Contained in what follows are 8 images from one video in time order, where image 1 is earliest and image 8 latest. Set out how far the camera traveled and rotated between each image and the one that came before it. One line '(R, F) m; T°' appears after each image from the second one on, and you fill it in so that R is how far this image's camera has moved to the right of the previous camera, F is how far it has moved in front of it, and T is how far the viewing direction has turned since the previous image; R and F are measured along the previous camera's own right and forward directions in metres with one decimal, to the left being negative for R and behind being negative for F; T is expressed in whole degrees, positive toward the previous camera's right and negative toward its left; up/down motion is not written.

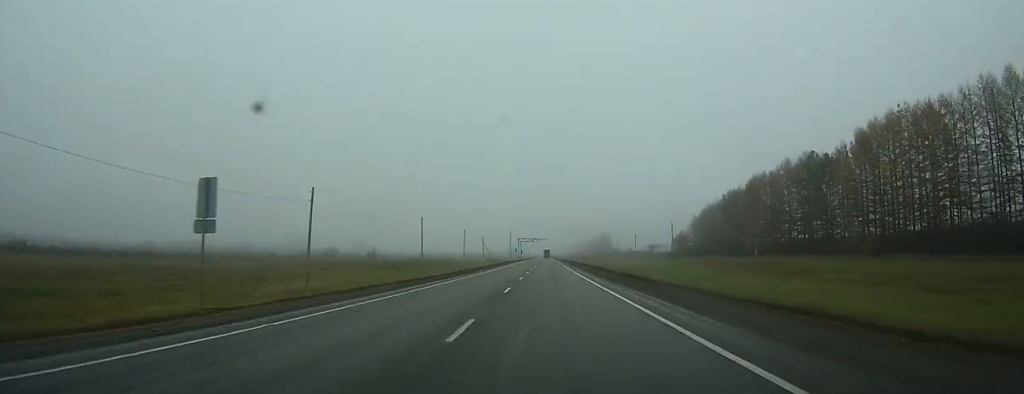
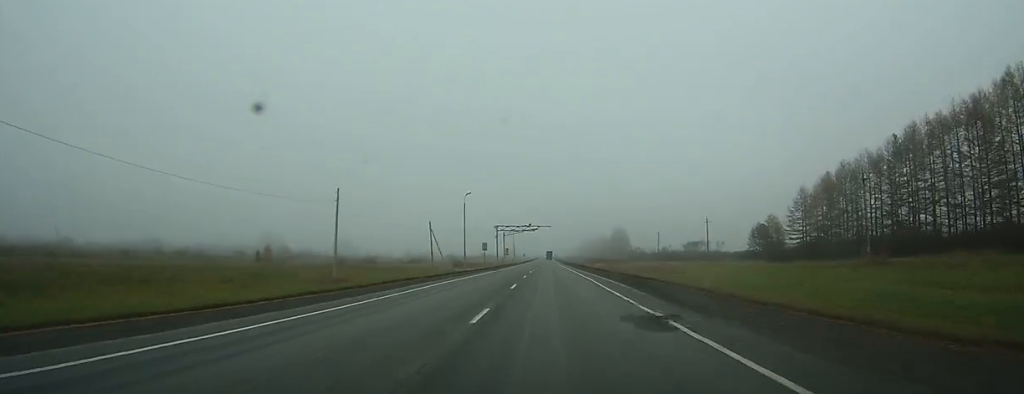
(+0.2, +96.6) m; 0°
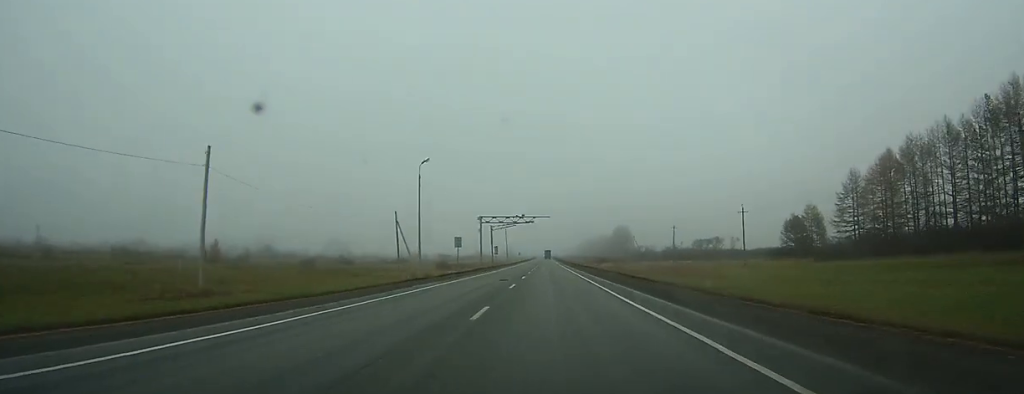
(0.0, +24.0) m; 0°
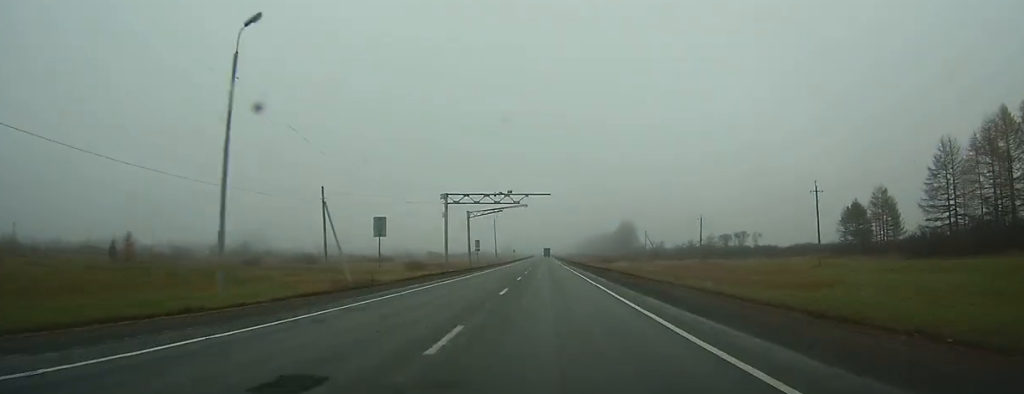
(0.0, +28.9) m; 0°
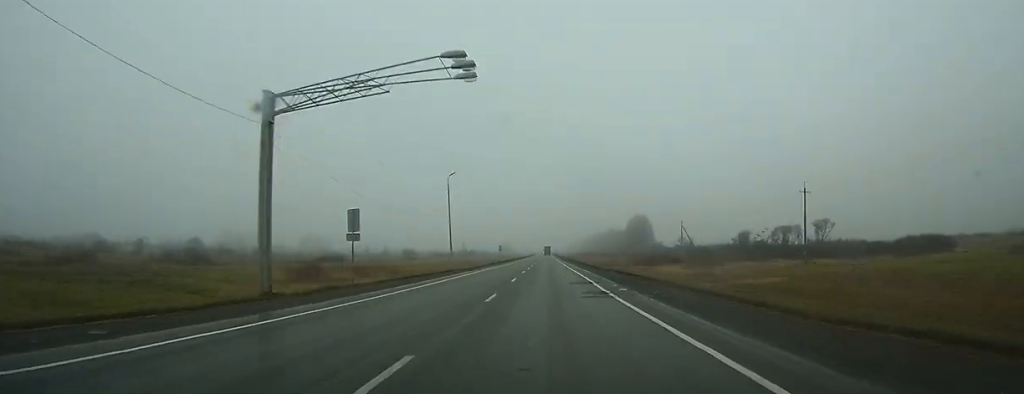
(0.0, +52.8) m; 0°
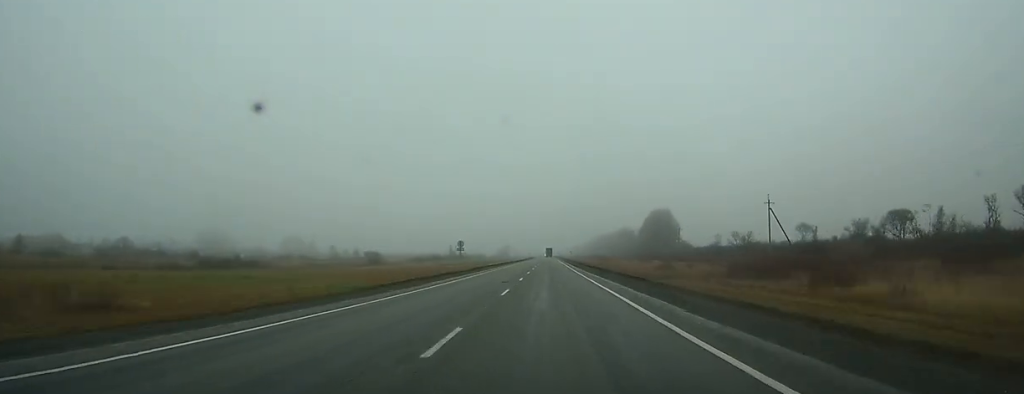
(-0.1, +58.4) m; 0°
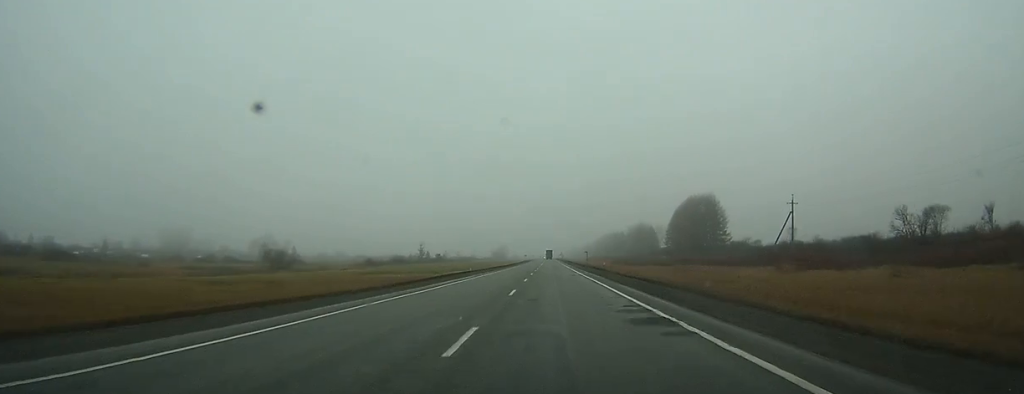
(+0.1, +72.2) m; 0°
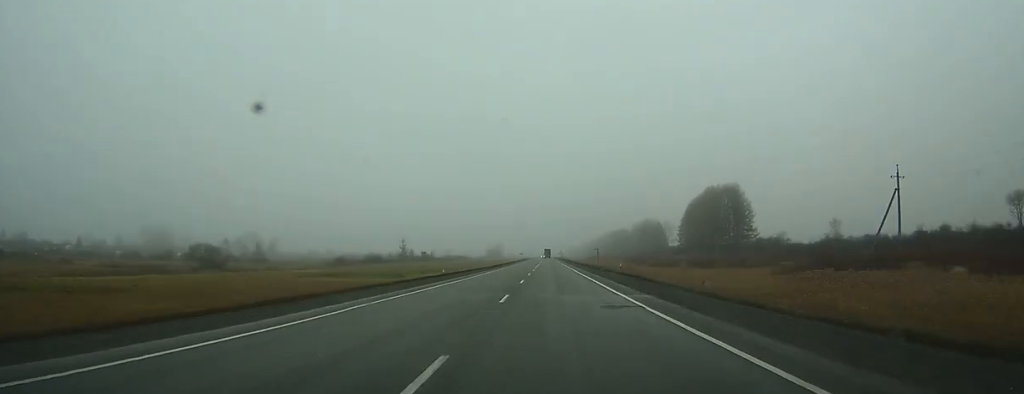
(0.0, +26.9) m; 0°
